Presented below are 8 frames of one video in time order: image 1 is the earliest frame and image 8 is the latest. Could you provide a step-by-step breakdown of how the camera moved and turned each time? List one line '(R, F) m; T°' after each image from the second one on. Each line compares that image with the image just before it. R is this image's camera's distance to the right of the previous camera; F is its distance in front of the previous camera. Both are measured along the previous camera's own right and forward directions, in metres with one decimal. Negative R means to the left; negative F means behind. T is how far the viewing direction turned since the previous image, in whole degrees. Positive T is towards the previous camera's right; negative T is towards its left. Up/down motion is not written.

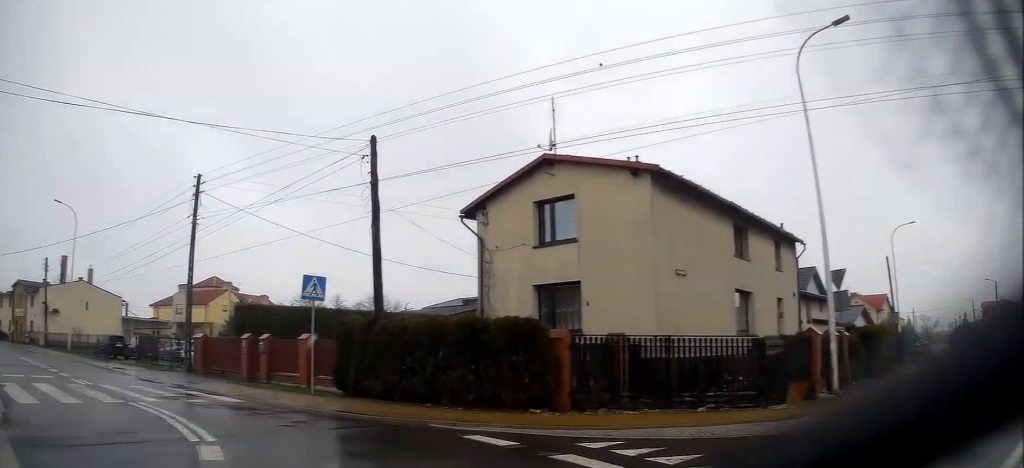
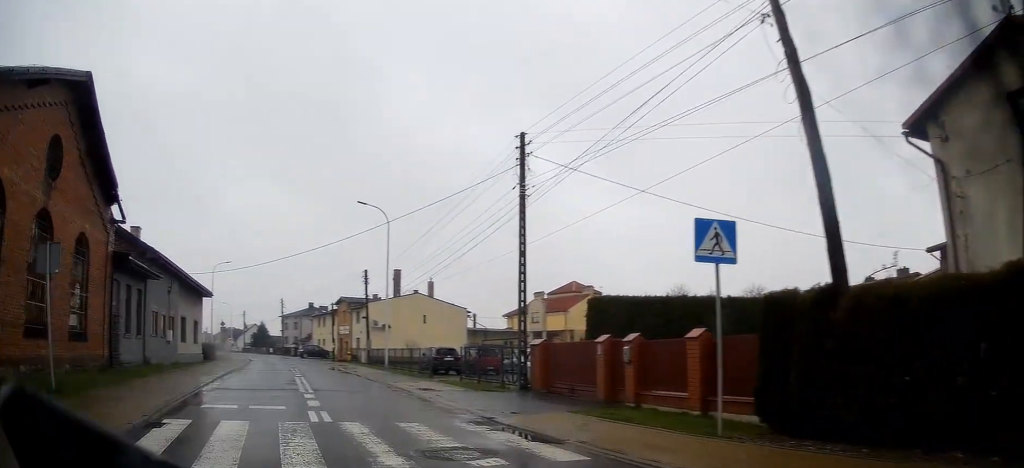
(-1.6, +6.1) m; -29°
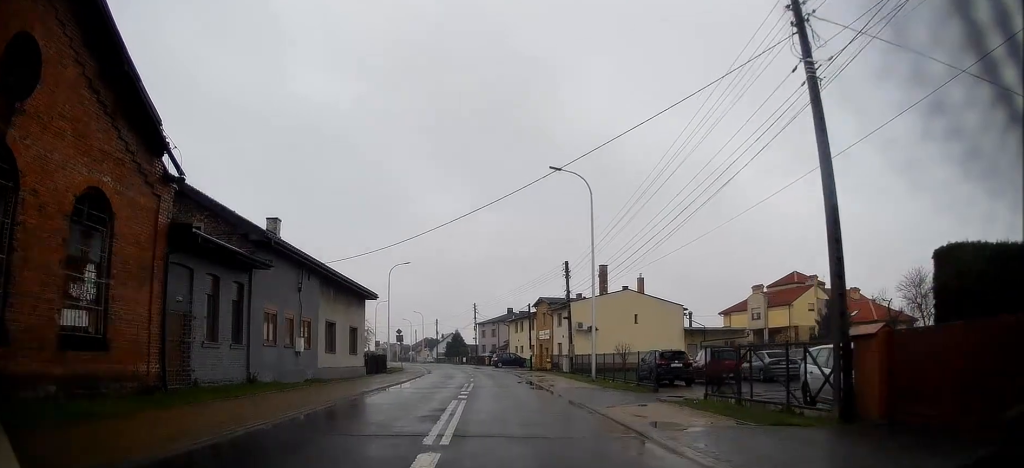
(-1.8, +7.2) m; -19°
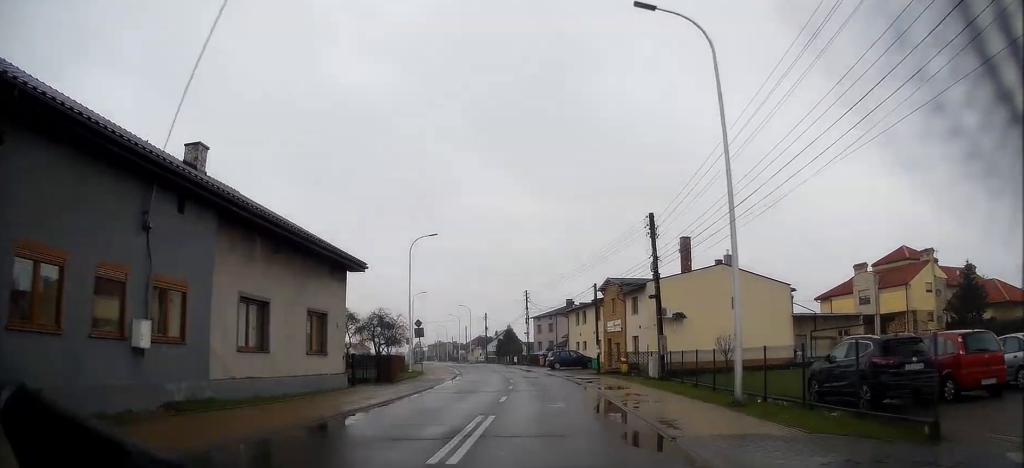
(-0.9, +12.7) m; -5°
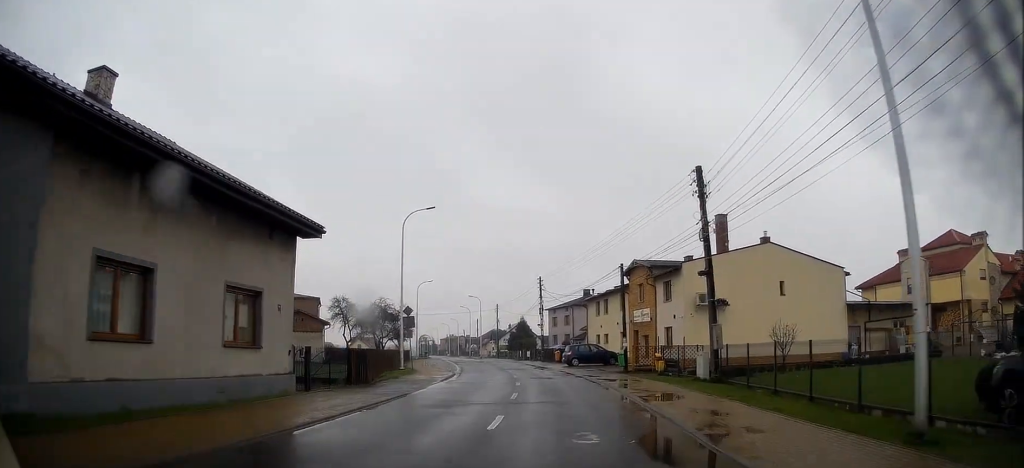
(-0.1, +6.3) m; -1°
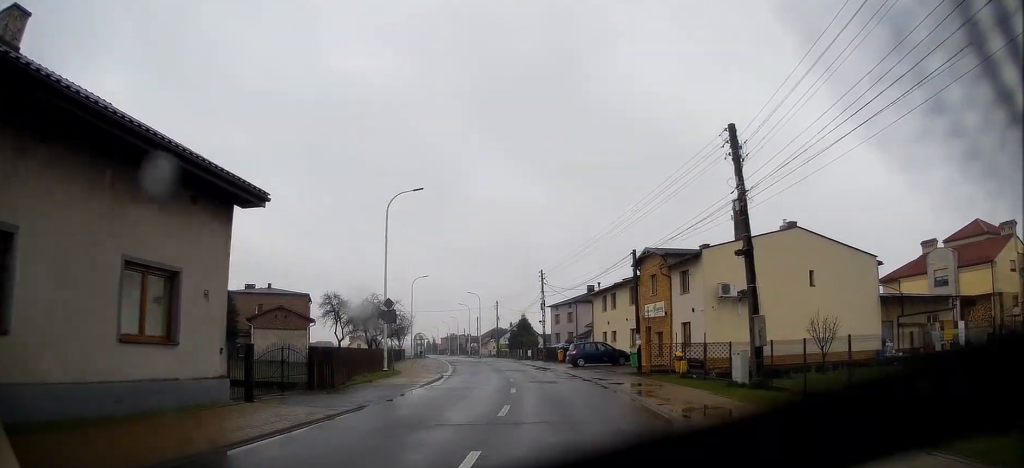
(0.0, +4.2) m; -1°
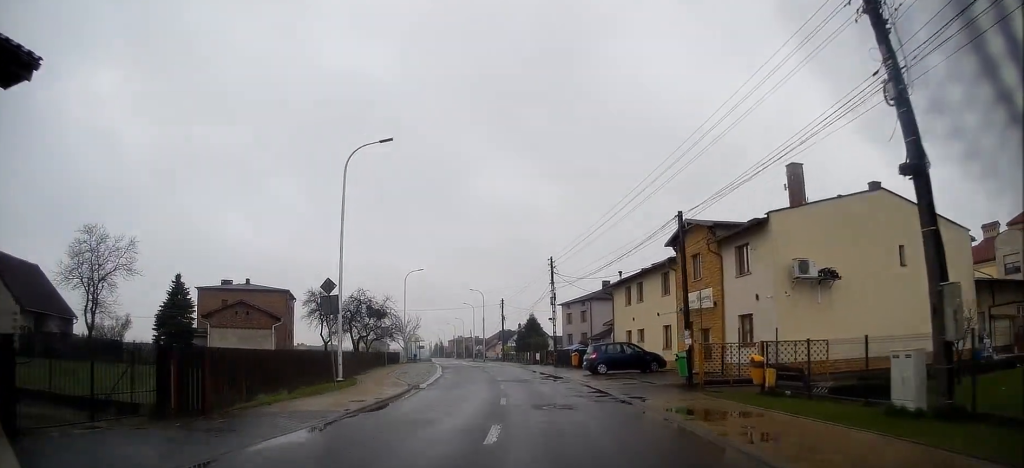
(-0.1, +8.6) m; -2°
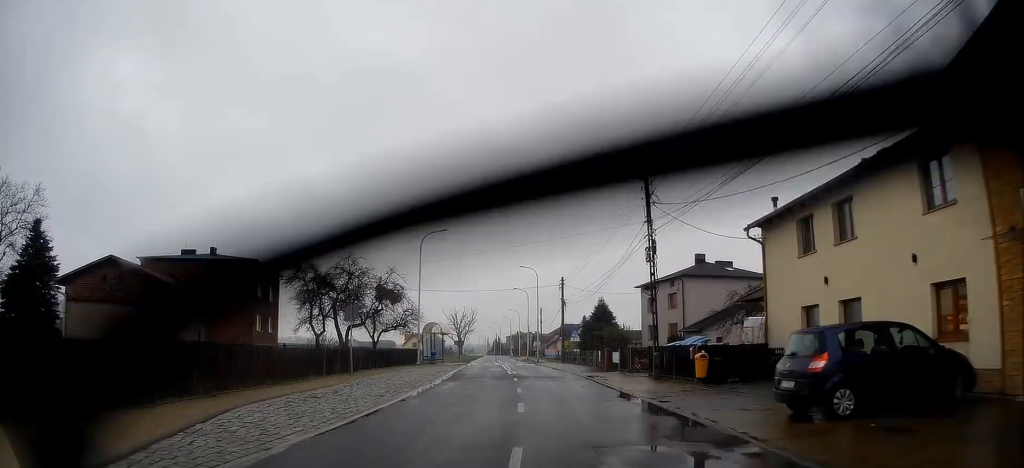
(-0.9, +21.4) m; -4°
